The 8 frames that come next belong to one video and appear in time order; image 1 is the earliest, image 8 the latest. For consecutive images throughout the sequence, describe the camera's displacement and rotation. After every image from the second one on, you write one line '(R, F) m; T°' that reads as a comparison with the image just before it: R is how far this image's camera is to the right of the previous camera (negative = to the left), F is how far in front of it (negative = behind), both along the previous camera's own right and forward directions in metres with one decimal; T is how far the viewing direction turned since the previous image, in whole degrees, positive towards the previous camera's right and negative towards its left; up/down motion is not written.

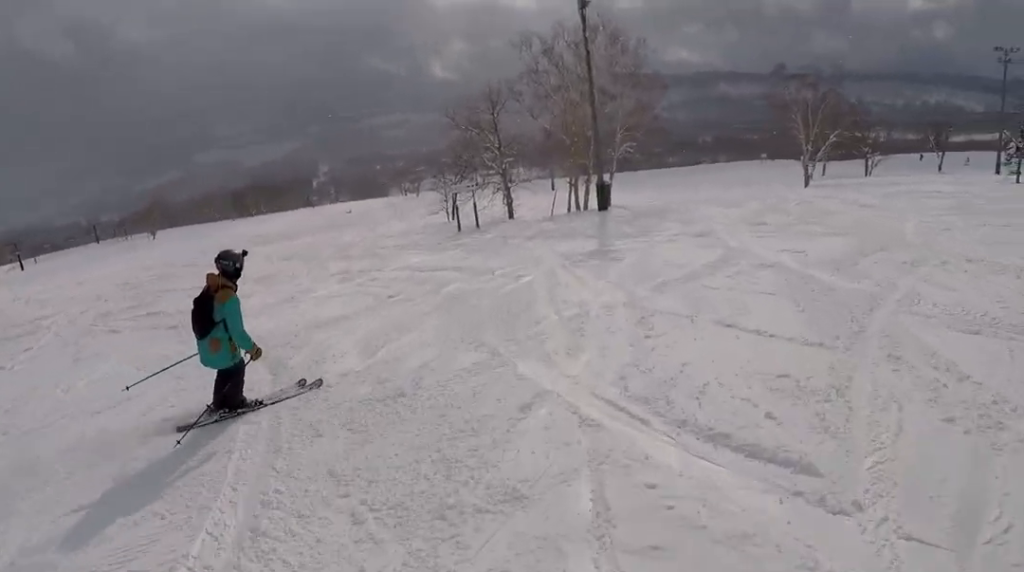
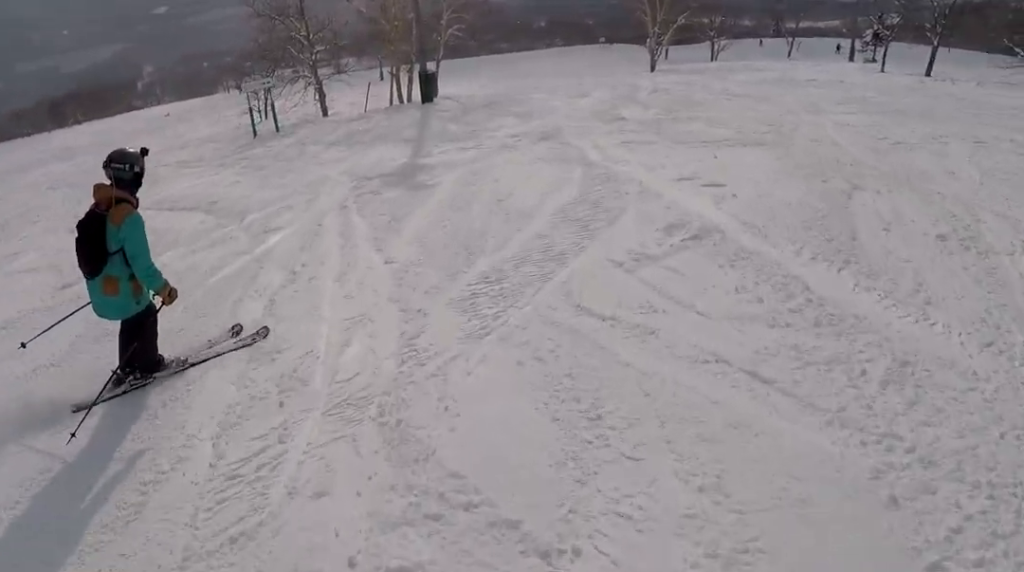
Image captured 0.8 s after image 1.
(+0.9, +5.1) m; +16°
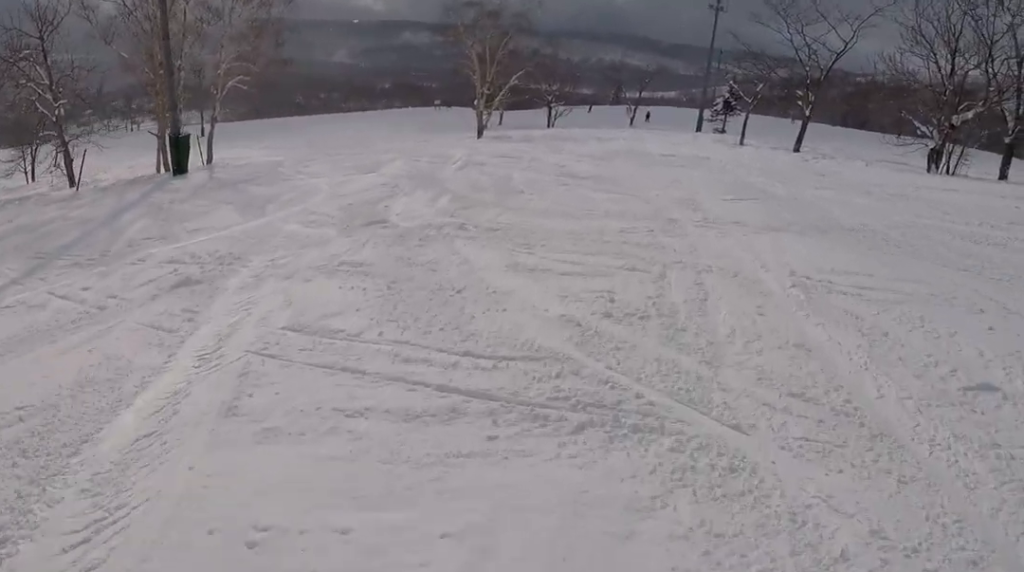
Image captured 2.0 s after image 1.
(+1.6, +9.2) m; +3°
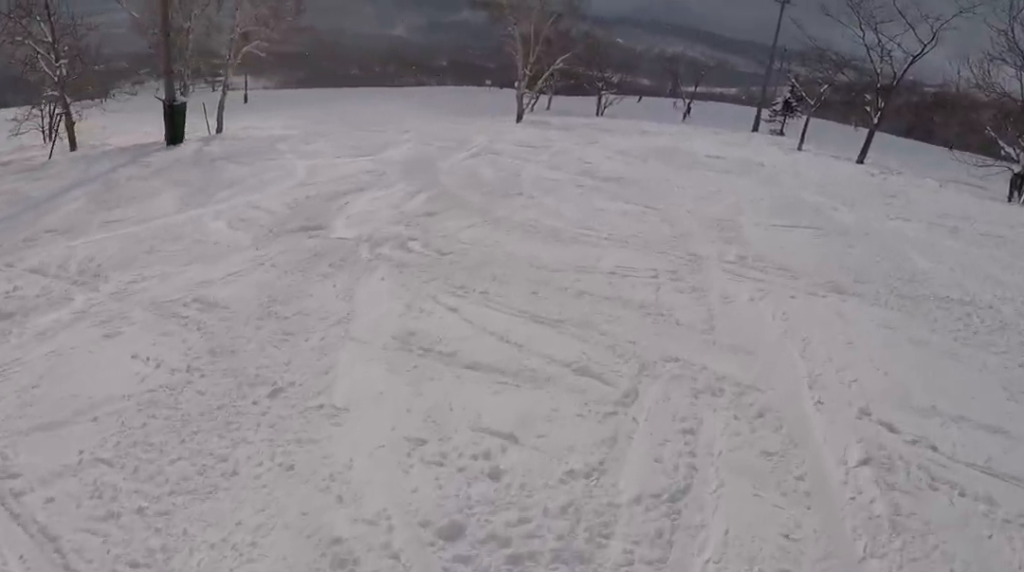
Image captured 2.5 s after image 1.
(+0.2, +3.4) m; -7°
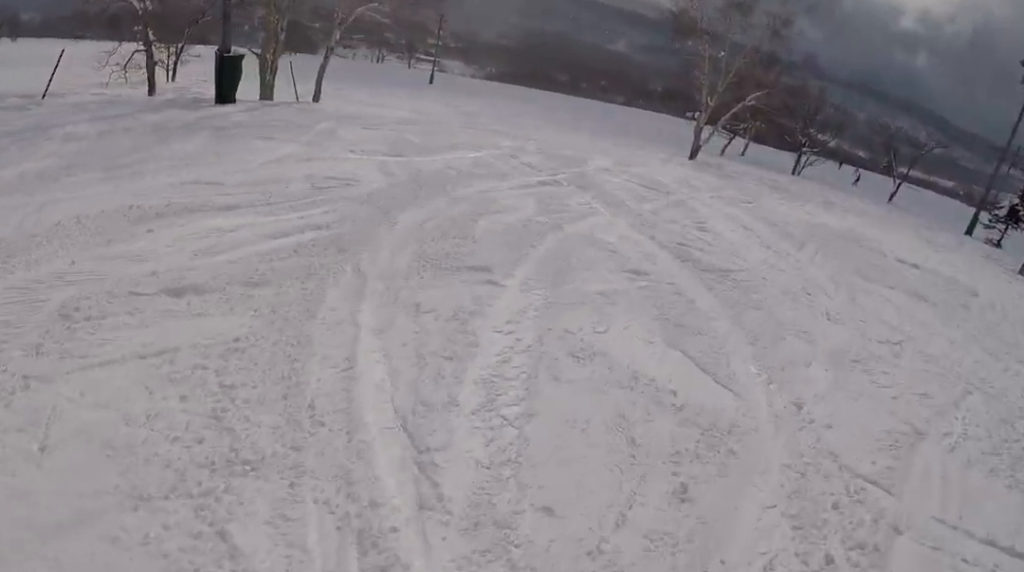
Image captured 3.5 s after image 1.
(-1.8, +7.6) m; -27°
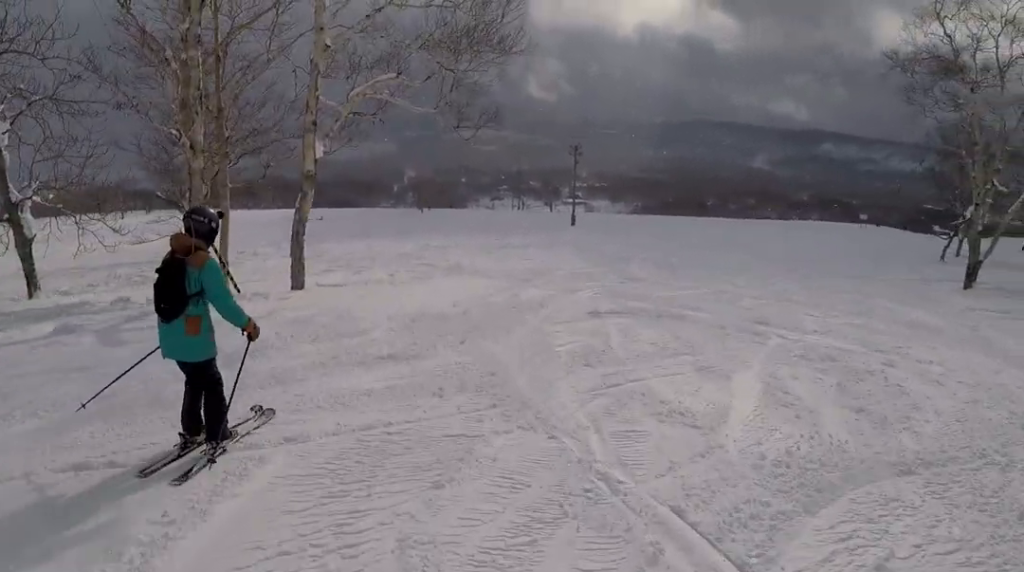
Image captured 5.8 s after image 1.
(-3.3, +17.7) m; -1°
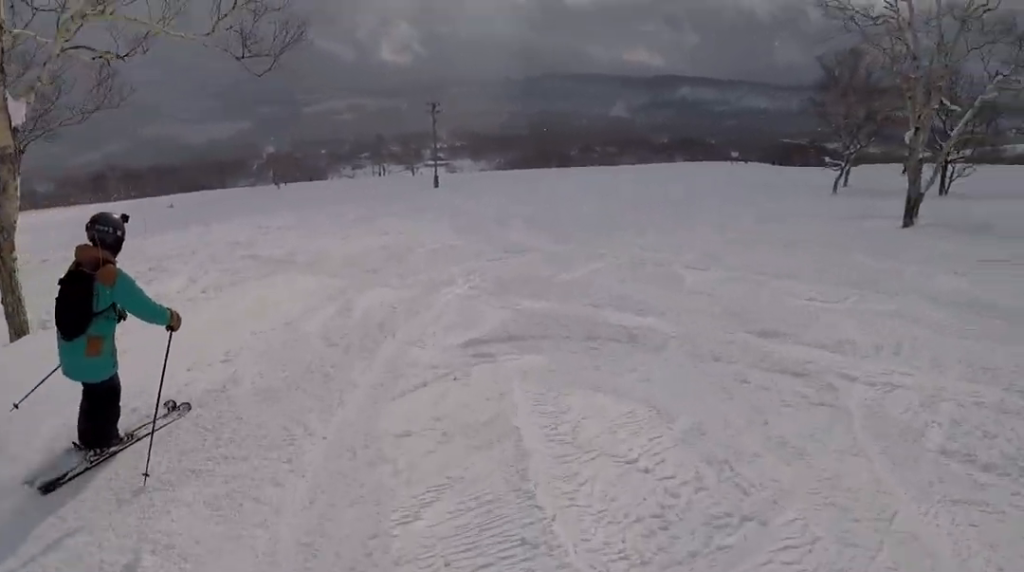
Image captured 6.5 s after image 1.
(+0.2, +5.7) m; +9°
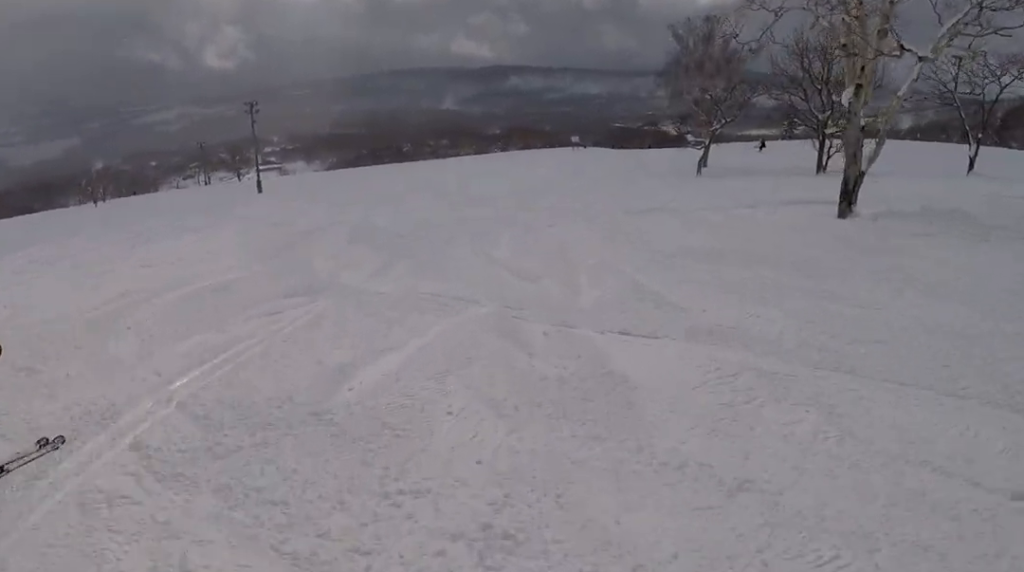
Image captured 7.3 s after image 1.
(+0.8, +6.6) m; +7°
